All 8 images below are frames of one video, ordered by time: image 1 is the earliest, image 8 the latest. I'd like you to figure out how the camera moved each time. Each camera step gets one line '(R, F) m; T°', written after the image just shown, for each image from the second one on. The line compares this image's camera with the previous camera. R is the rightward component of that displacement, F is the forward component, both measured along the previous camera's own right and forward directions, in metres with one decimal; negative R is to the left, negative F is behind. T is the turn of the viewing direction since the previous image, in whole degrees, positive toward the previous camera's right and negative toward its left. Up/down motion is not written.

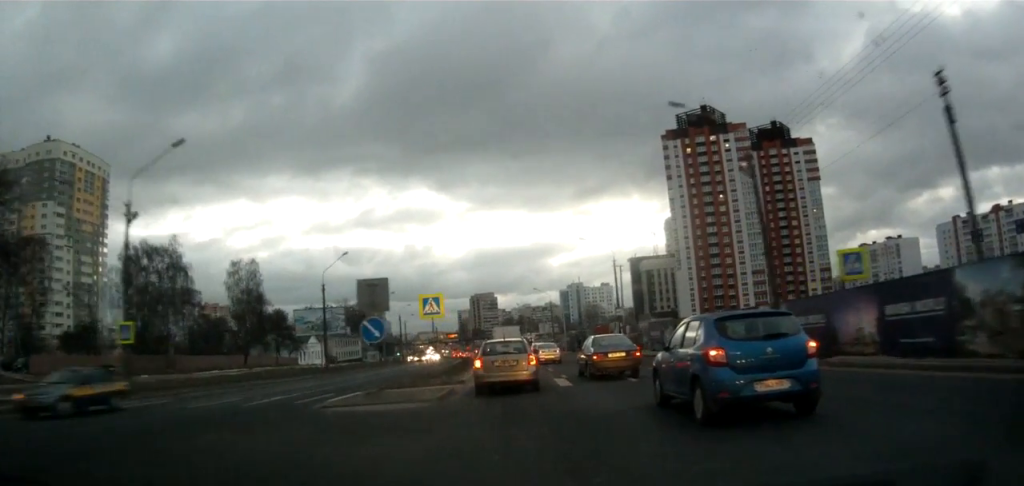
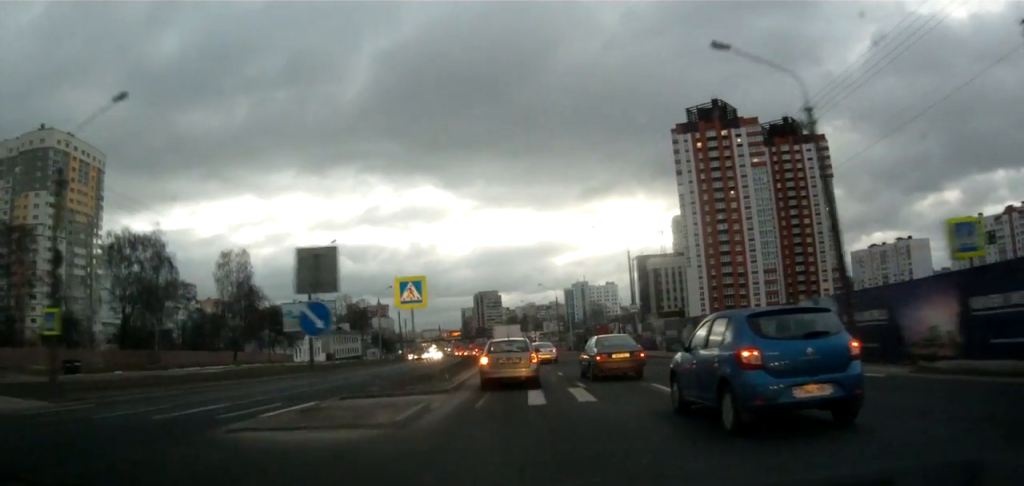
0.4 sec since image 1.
(+0.2, +5.4) m; 0°
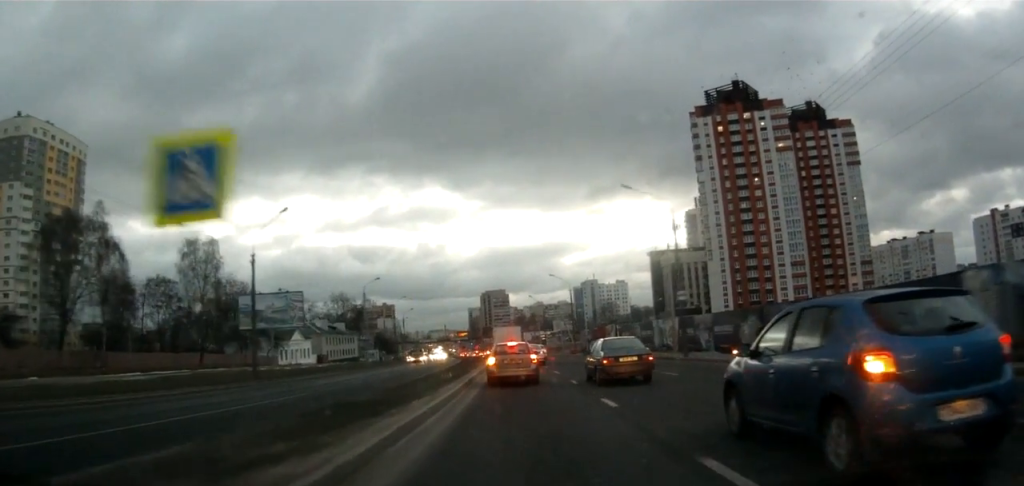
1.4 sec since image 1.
(+0.1, +13.1) m; -2°
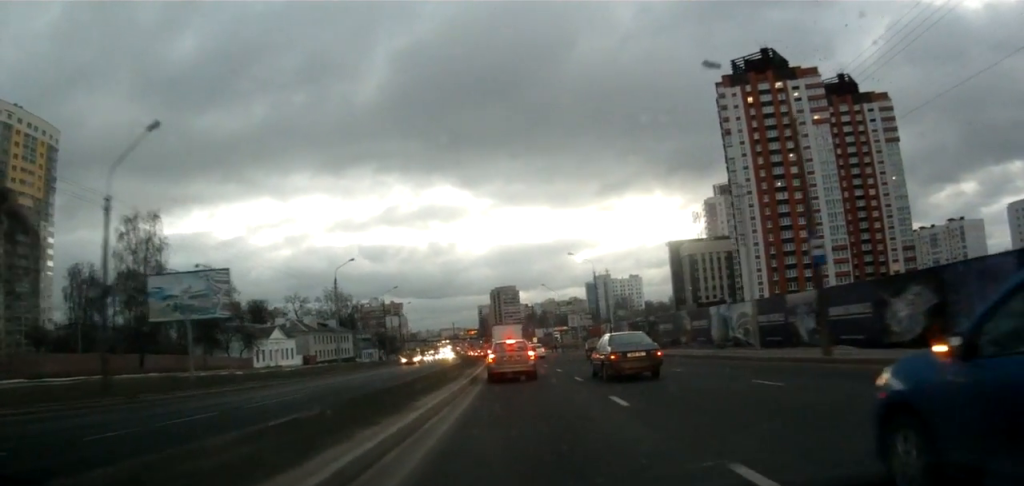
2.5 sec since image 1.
(-0.8, +16.5) m; -3°
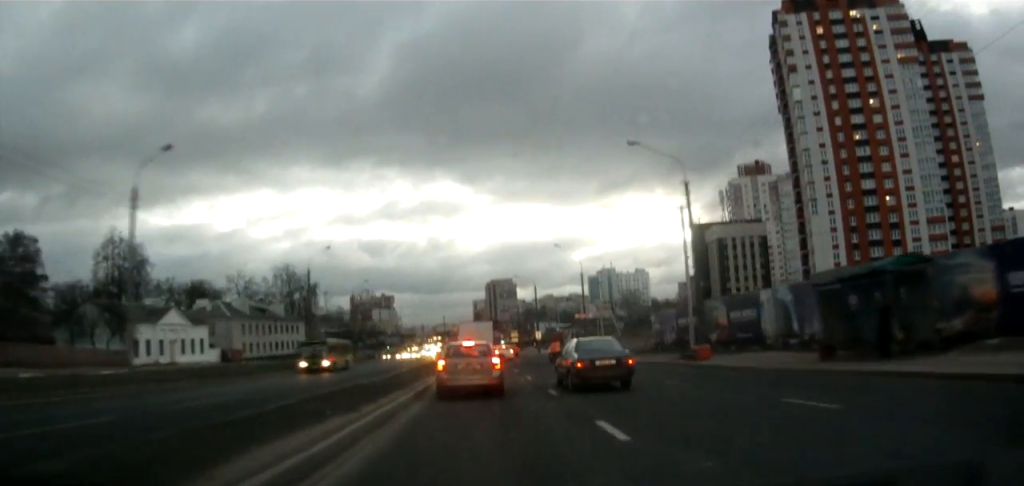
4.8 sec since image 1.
(-0.3, +35.8) m; +1°
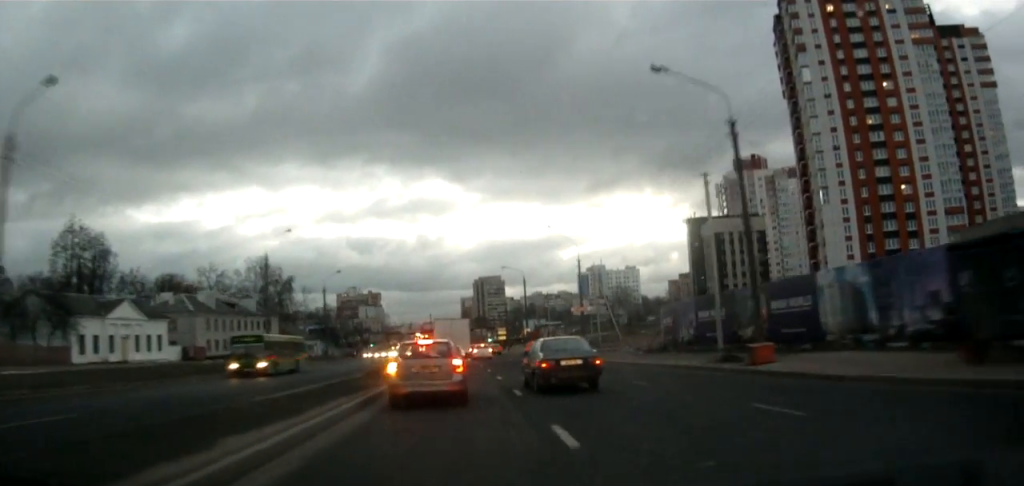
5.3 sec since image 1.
(+0.2, +7.8) m; 0°
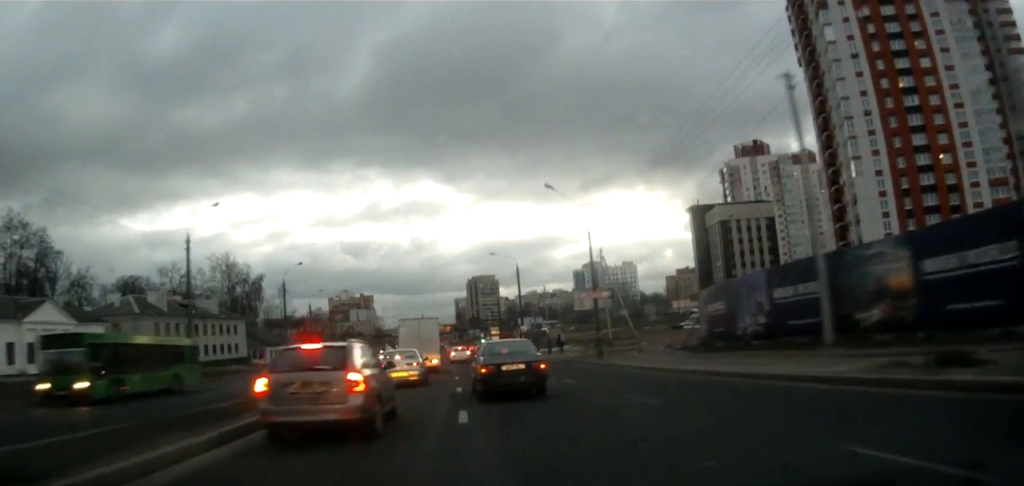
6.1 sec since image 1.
(+0.6, +12.4) m; 0°
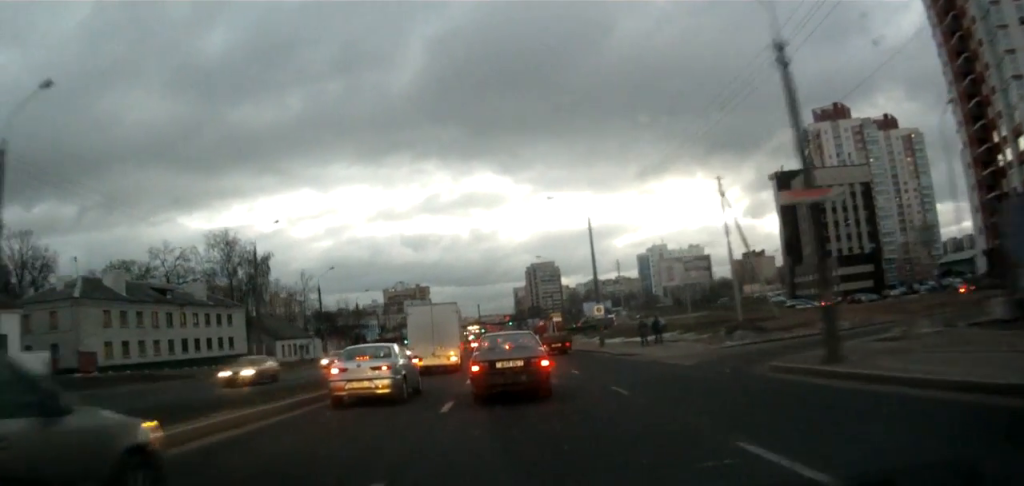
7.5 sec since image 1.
(-1.3, +23.5) m; -3°
